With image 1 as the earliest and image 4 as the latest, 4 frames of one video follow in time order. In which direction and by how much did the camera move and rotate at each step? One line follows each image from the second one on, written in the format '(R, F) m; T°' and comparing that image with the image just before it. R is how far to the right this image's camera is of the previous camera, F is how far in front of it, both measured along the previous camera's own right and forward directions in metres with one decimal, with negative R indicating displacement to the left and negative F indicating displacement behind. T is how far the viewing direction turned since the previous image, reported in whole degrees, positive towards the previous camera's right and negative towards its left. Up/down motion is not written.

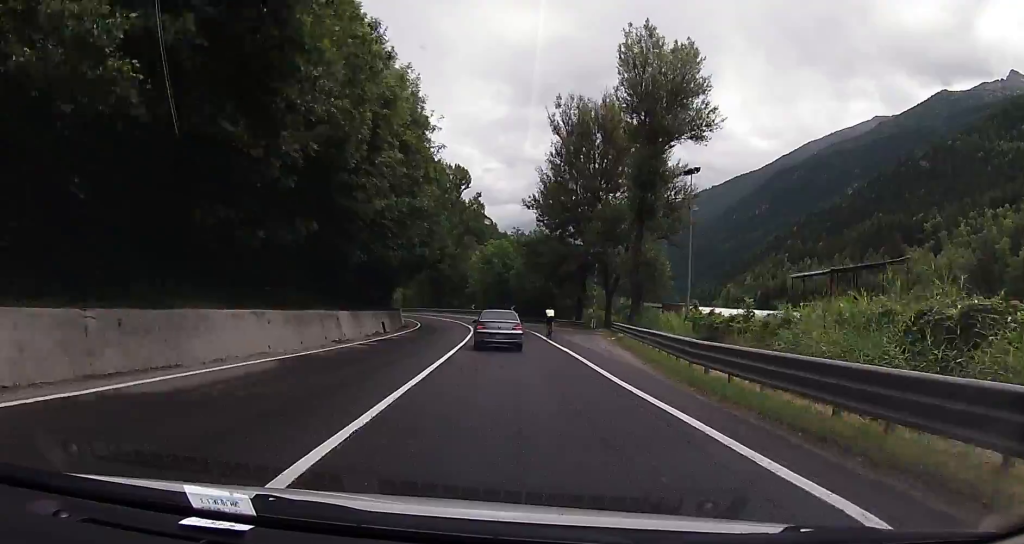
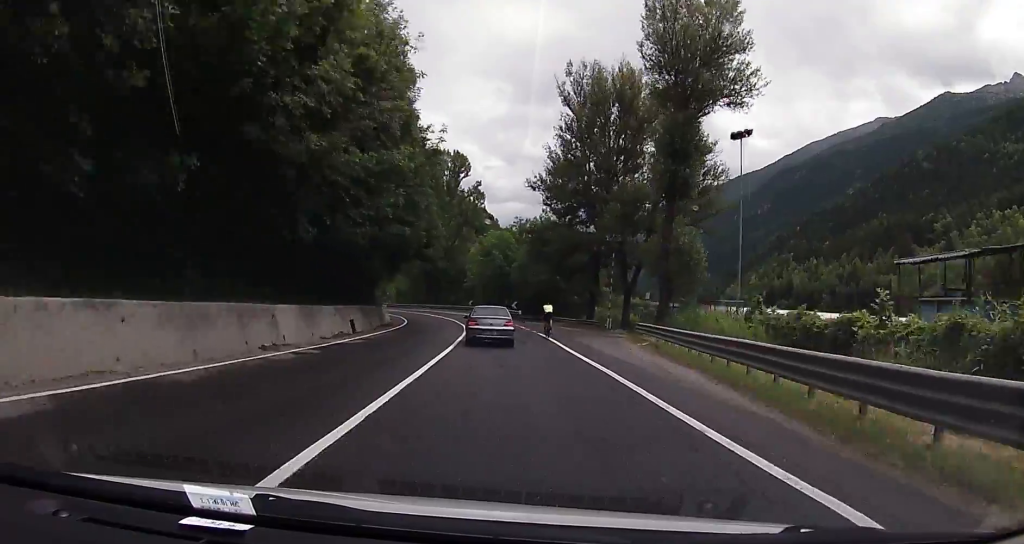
(-0.3, +8.3) m; -1°
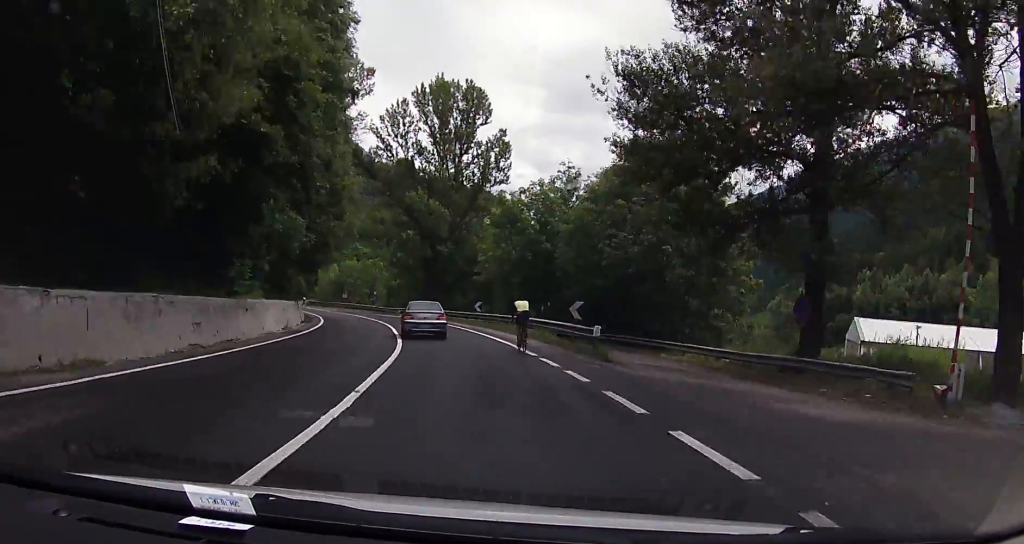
(-1.4, +37.9) m; -6°
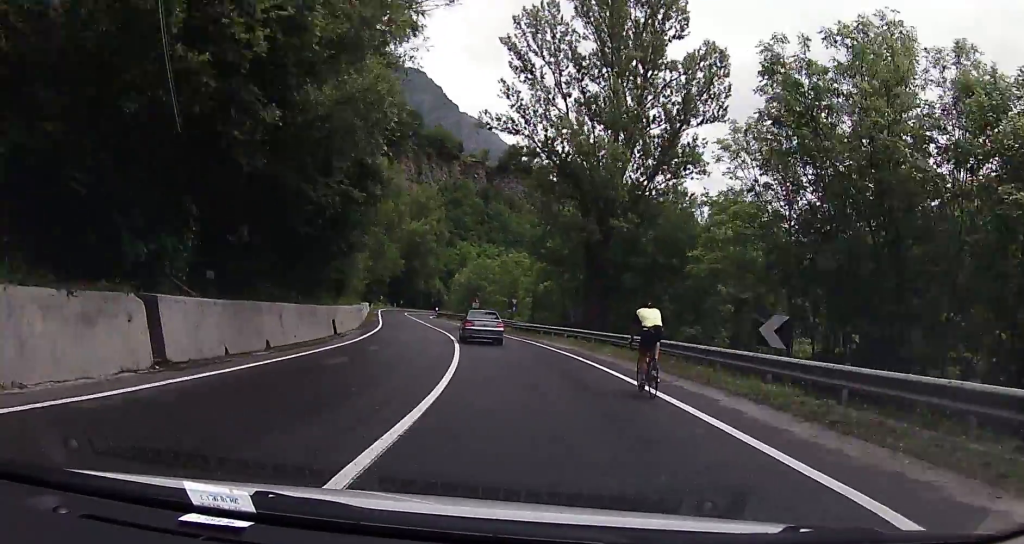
(-3.2, +31.3) m; -12°
